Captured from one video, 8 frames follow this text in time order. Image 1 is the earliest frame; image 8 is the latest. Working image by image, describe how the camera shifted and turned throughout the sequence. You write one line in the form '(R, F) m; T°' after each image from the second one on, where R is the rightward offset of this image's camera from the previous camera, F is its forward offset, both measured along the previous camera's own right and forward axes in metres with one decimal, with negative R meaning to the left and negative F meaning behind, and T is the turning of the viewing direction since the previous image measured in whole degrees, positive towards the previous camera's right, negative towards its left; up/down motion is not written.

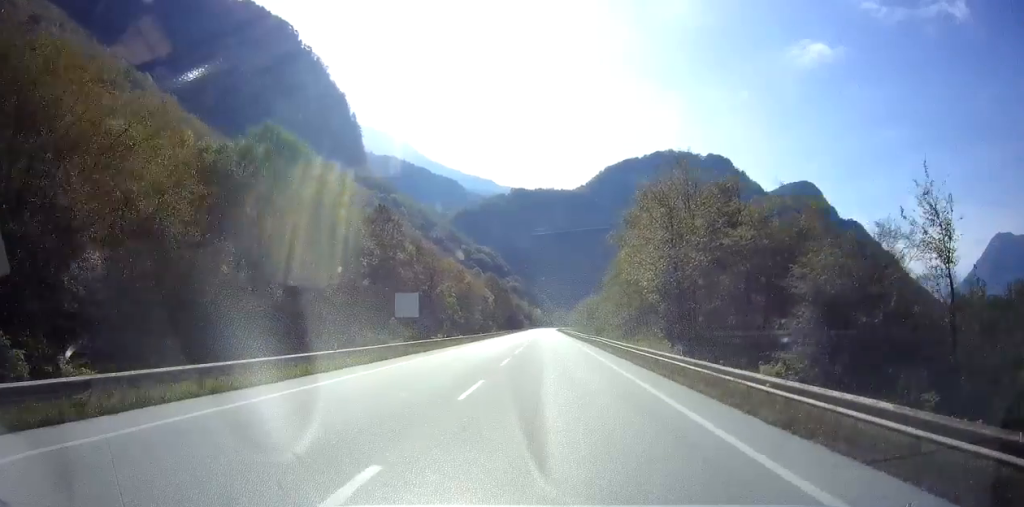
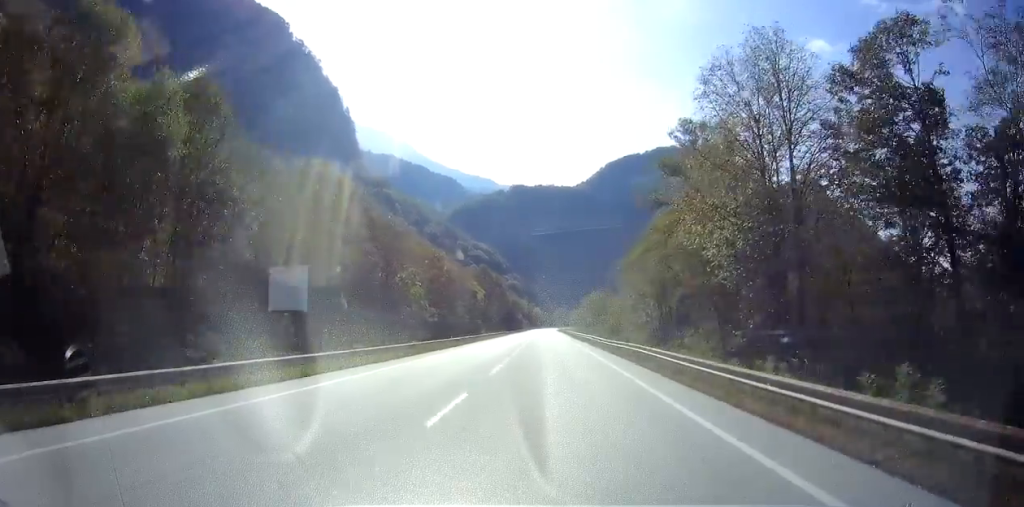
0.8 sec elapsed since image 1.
(-0.1, +20.0) m; -1°
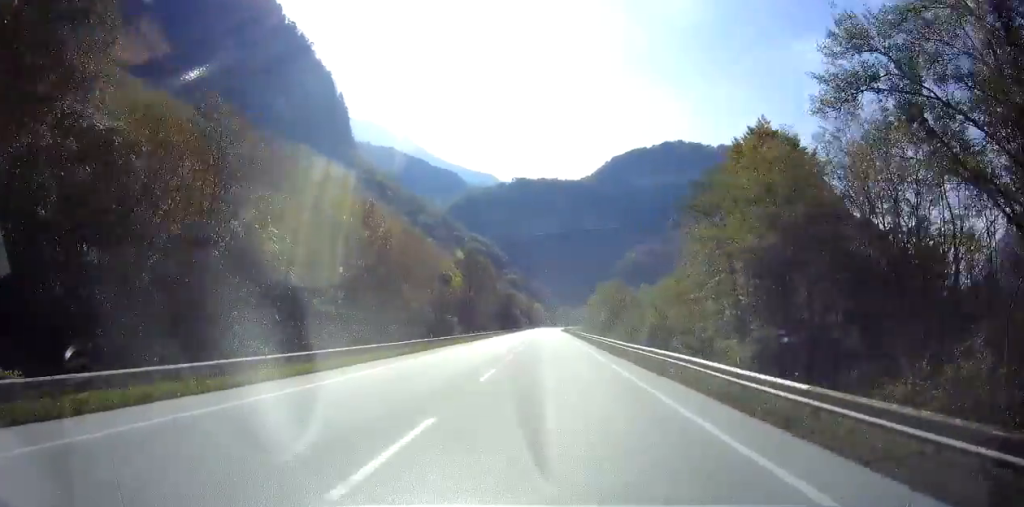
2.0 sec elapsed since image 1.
(-0.2, +30.7) m; 0°
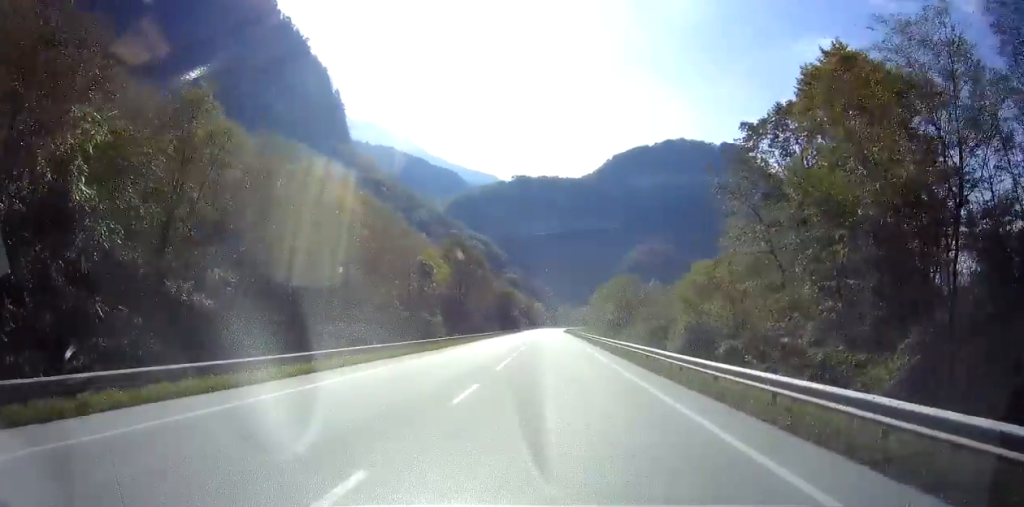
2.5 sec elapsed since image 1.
(+0.1, +12.4) m; 0°
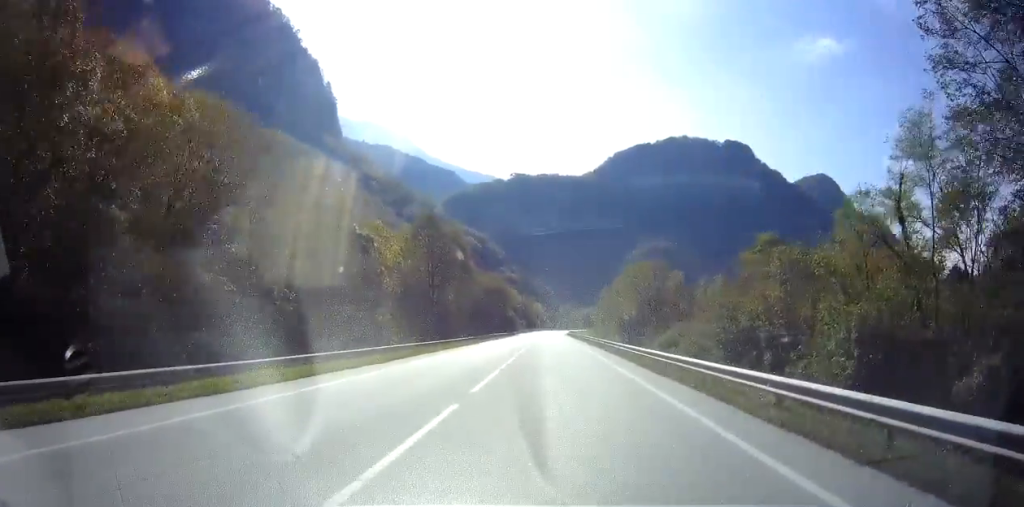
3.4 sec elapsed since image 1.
(+0.1, +21.4) m; 0°
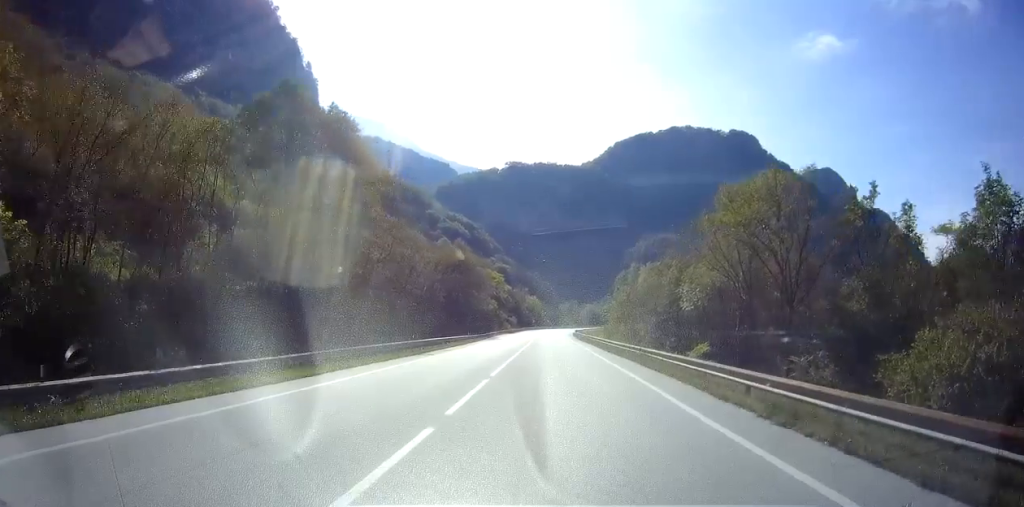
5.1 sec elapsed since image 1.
(0.0, +41.6) m; 0°
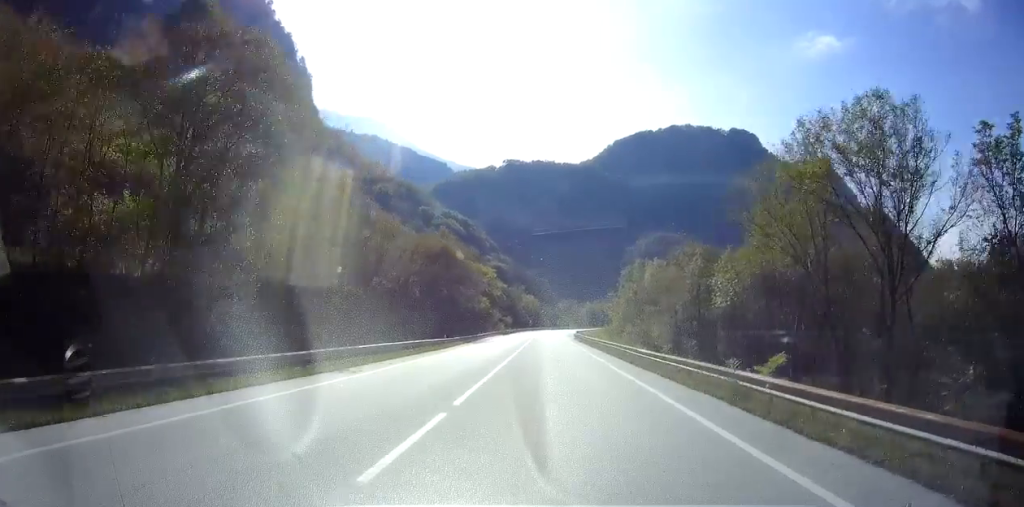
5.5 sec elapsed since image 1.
(0.0, +10.5) m; +1°
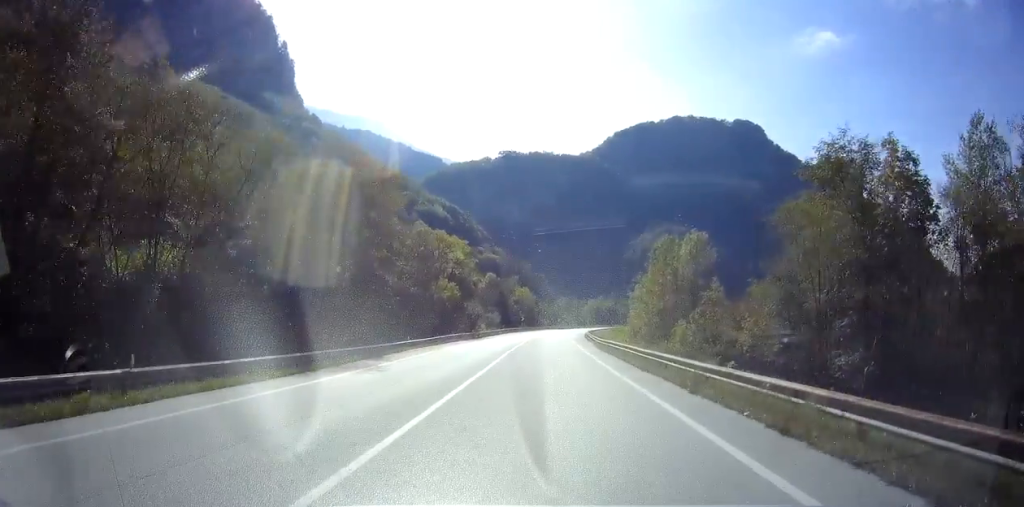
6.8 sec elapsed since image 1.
(+0.7, +31.2) m; +3°
